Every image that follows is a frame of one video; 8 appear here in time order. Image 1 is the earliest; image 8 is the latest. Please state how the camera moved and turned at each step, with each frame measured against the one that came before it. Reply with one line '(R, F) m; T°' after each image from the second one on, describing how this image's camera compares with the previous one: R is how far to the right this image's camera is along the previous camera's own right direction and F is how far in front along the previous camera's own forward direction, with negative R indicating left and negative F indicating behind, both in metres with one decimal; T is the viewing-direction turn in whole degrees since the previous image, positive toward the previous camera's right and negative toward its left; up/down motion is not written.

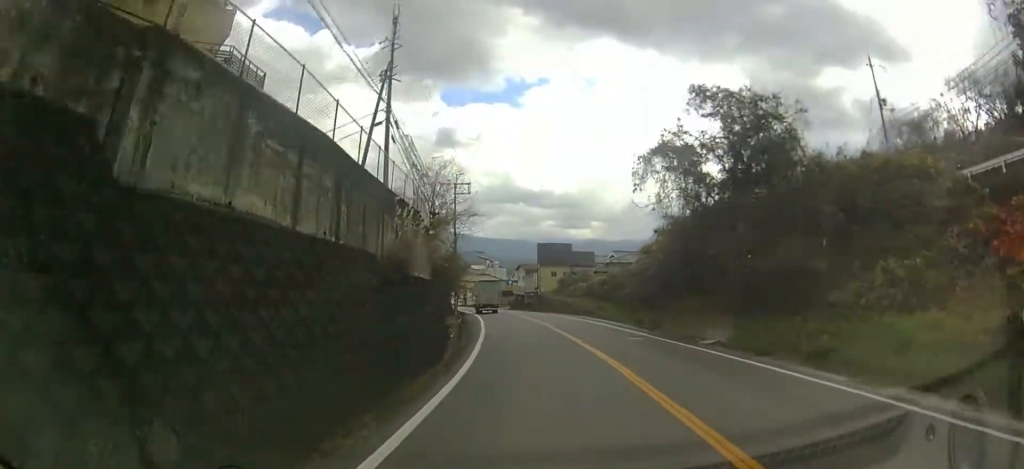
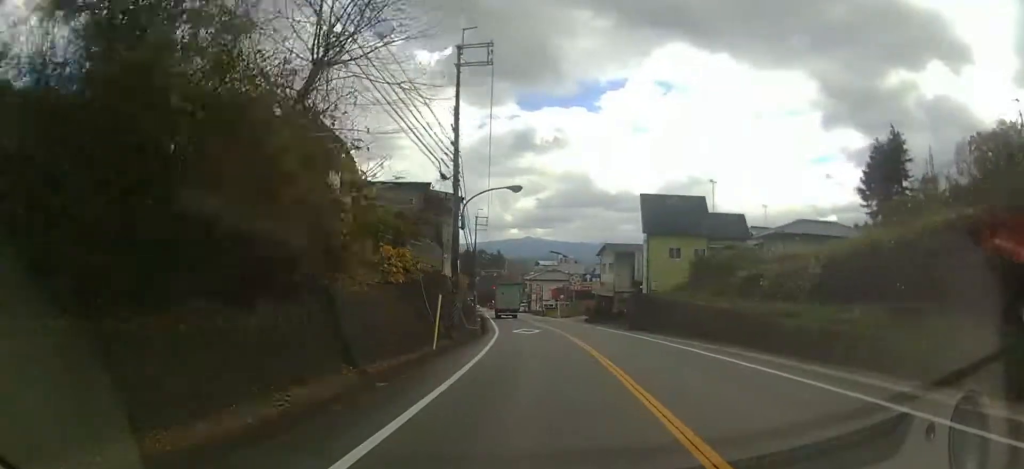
(-2.3, +30.7) m; -7°
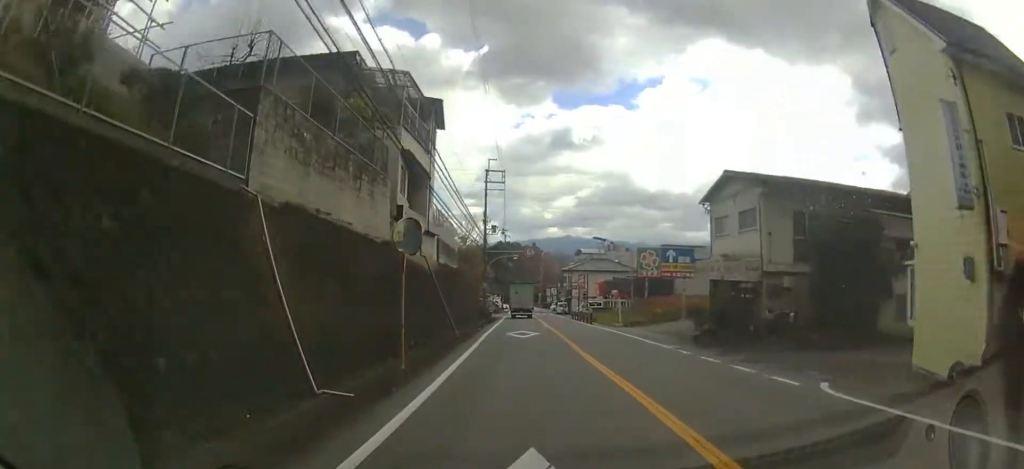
(-0.3, +23.4) m; -5°
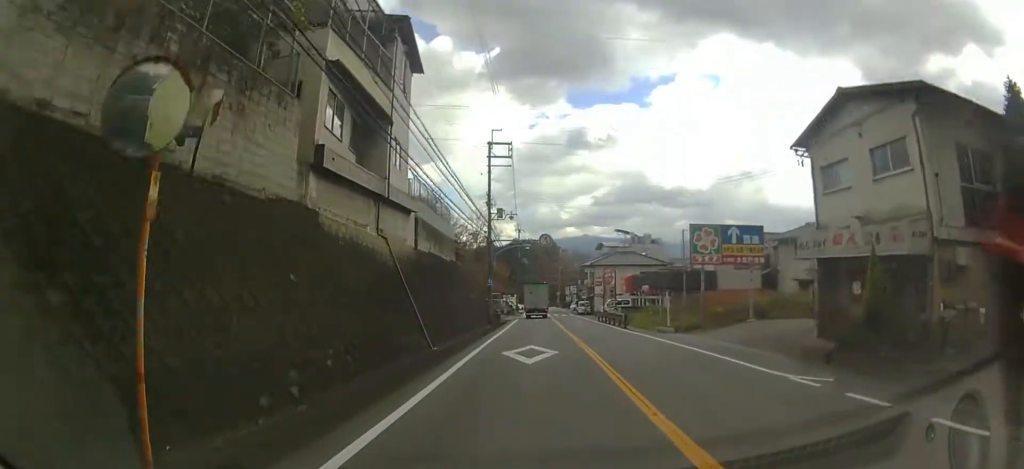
(-0.7, +8.8) m; -4°
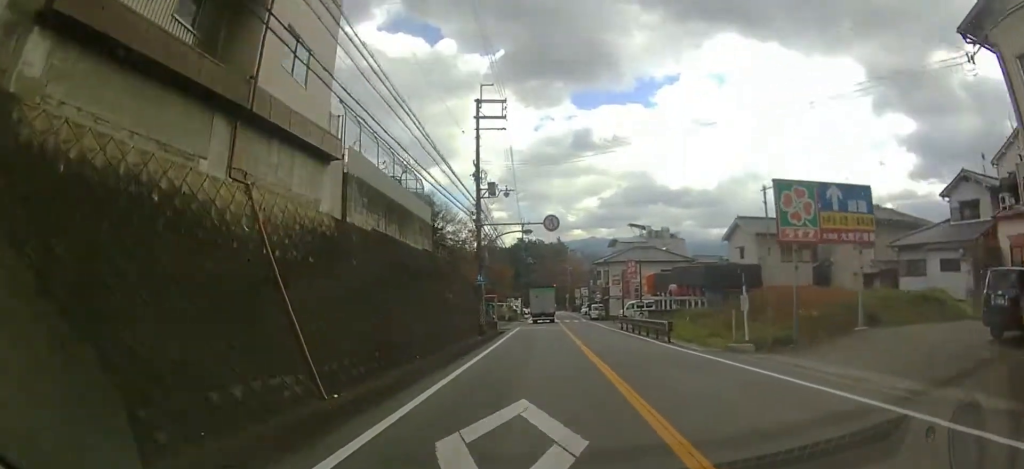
(-0.3, +8.2) m; -2°
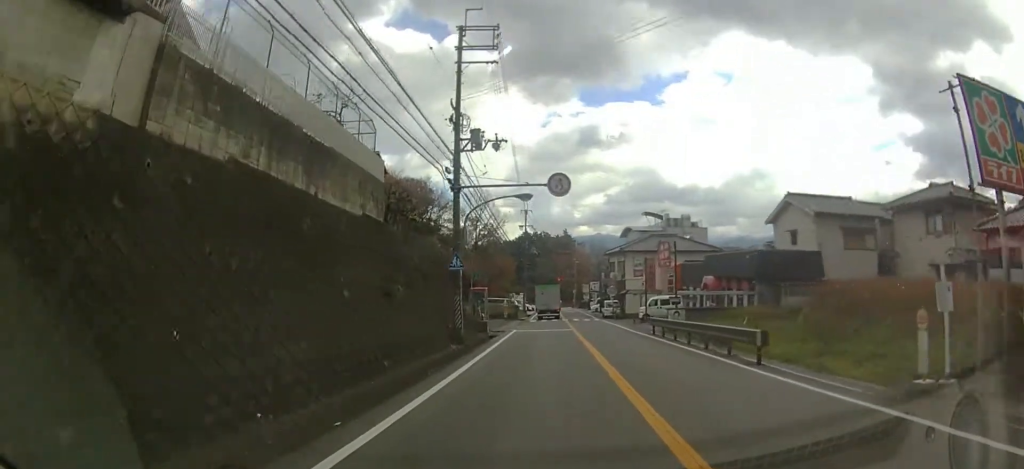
(-0.1, +8.2) m; 0°
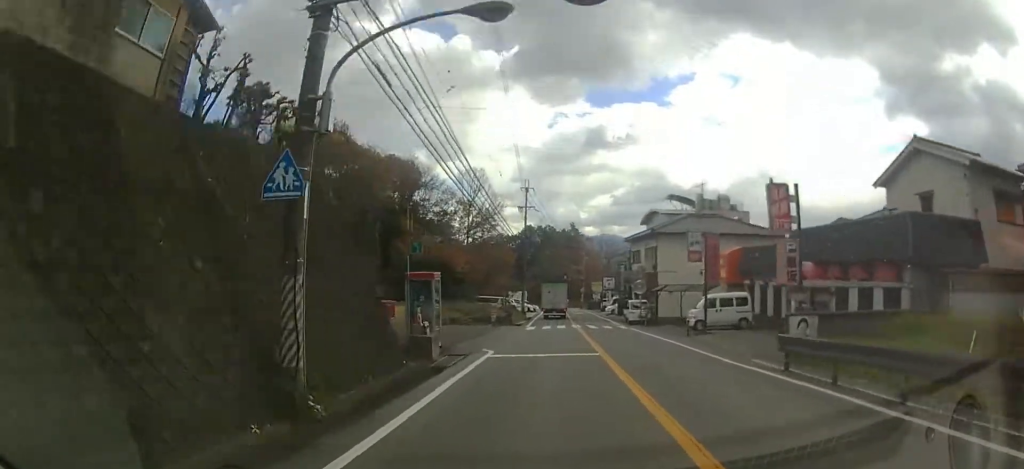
(0.0, +12.3) m; 0°
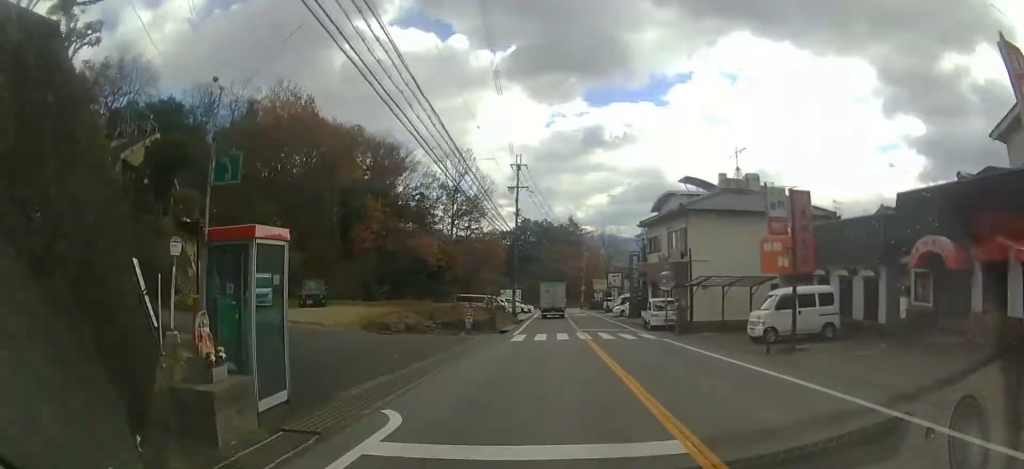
(0.0, +8.8) m; 0°
